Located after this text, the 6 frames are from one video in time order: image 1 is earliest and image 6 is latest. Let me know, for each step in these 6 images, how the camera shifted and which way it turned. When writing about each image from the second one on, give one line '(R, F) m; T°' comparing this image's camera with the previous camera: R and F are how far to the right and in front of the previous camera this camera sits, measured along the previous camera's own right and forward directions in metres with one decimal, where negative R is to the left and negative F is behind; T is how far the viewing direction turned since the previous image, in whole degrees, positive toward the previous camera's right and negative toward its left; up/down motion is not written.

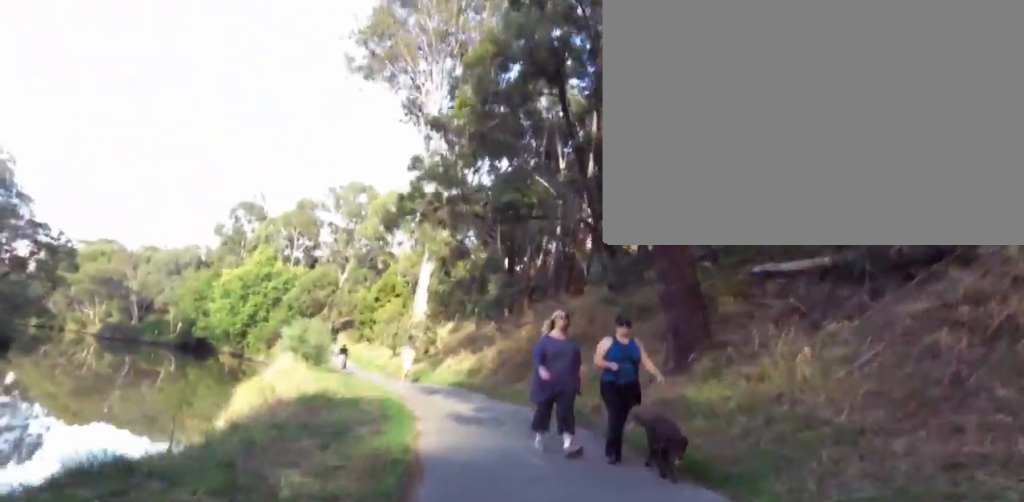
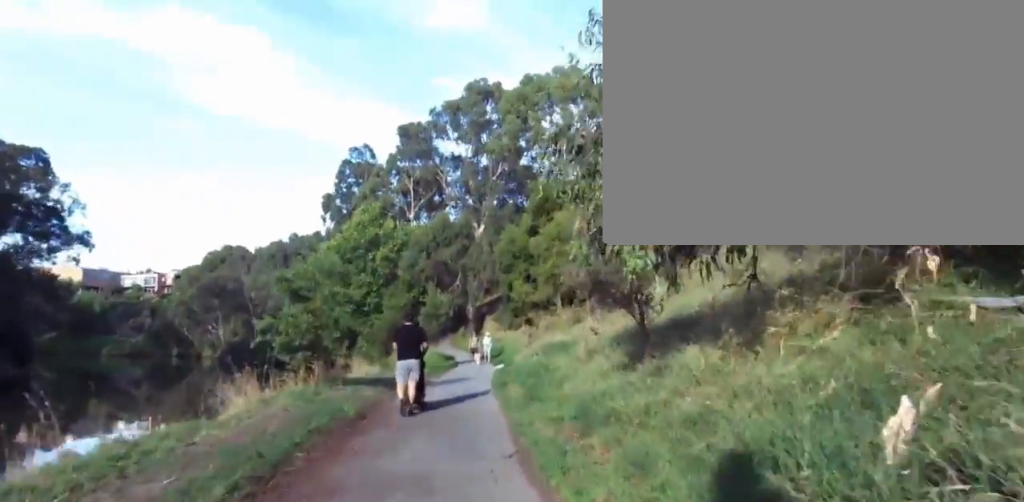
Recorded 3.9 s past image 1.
(-7.9, +33.7) m; -22°
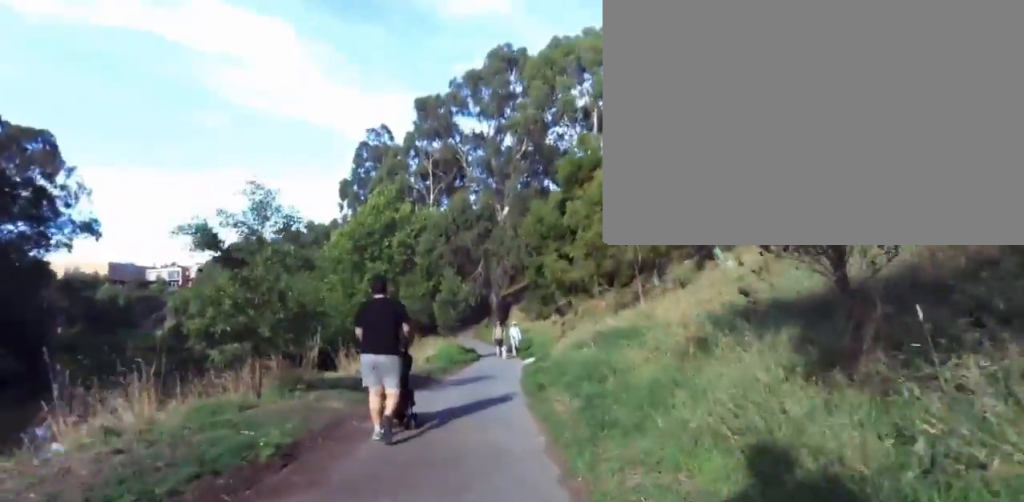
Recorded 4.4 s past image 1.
(-0.1, +4.7) m; -1°
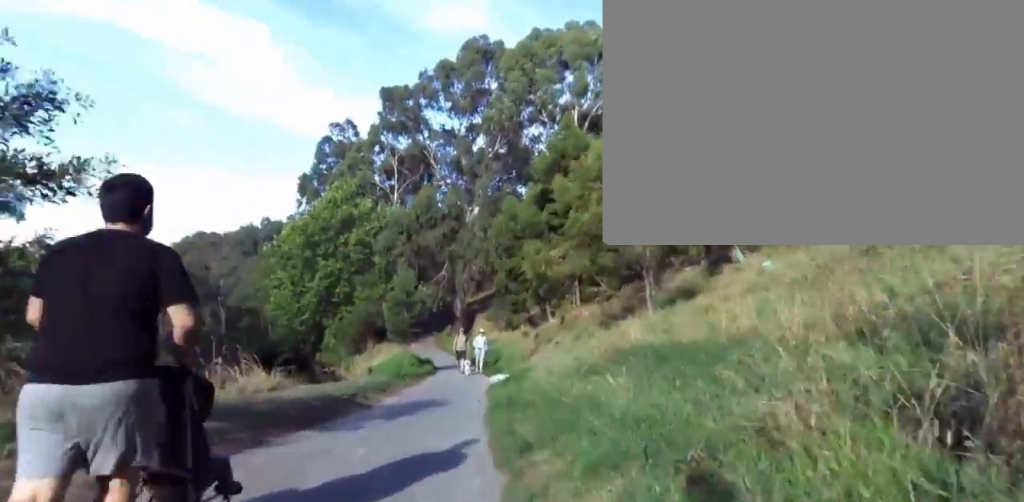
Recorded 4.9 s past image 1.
(0.0, +4.7) m; 0°
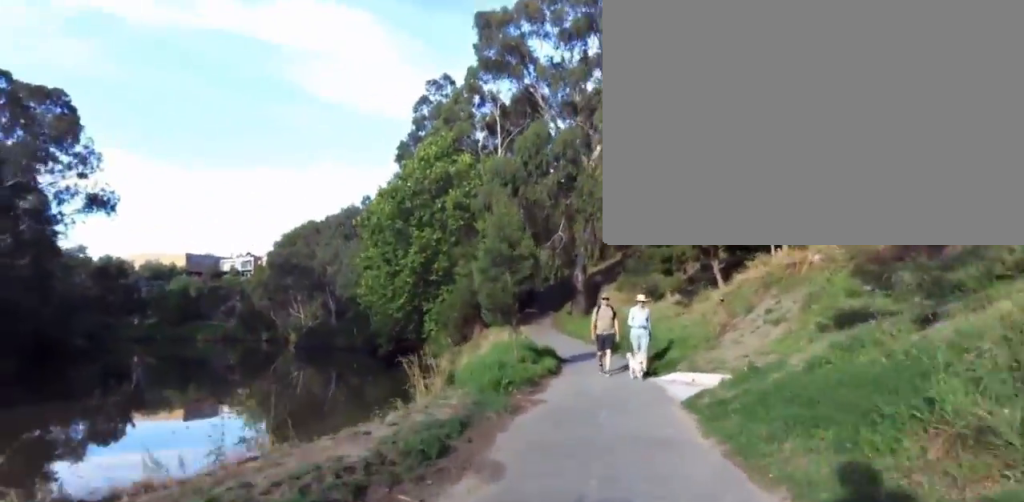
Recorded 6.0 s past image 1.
(+0.2, +9.3) m; +1°
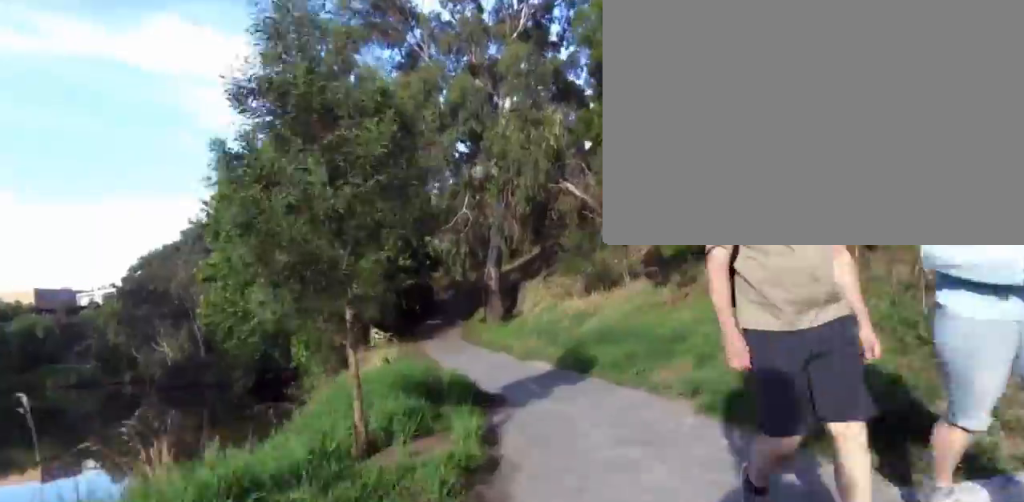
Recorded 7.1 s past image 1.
(0.0, +9.6) m; -1°
